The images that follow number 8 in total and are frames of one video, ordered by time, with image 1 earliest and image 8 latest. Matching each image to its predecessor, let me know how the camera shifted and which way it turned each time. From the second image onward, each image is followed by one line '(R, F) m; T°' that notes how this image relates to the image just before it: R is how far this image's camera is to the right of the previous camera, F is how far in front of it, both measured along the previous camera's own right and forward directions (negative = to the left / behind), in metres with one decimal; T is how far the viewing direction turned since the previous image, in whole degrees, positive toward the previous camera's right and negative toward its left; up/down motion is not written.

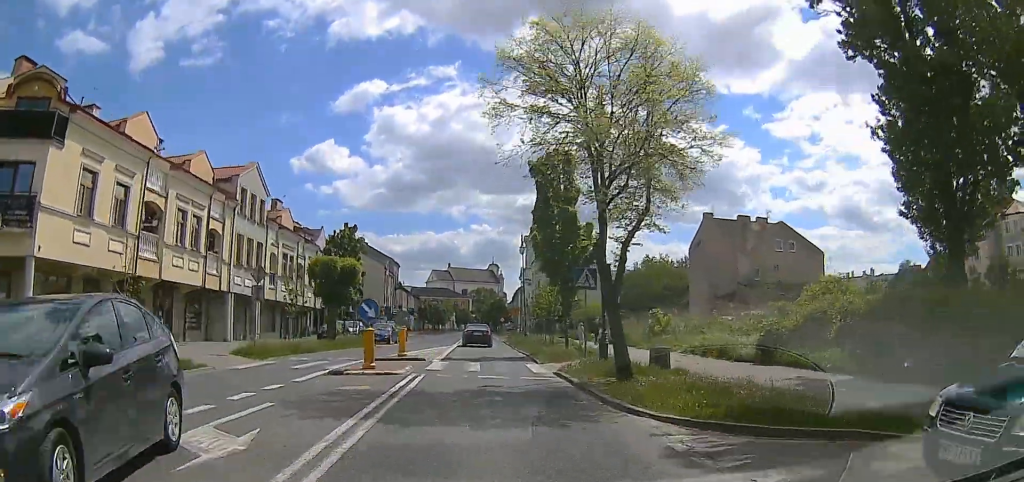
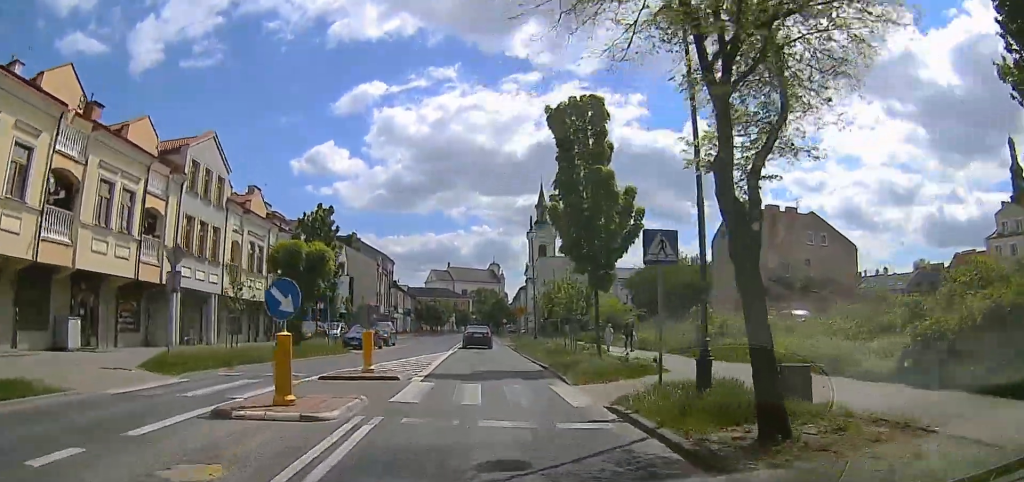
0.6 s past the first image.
(0.0, +7.6) m; 0°
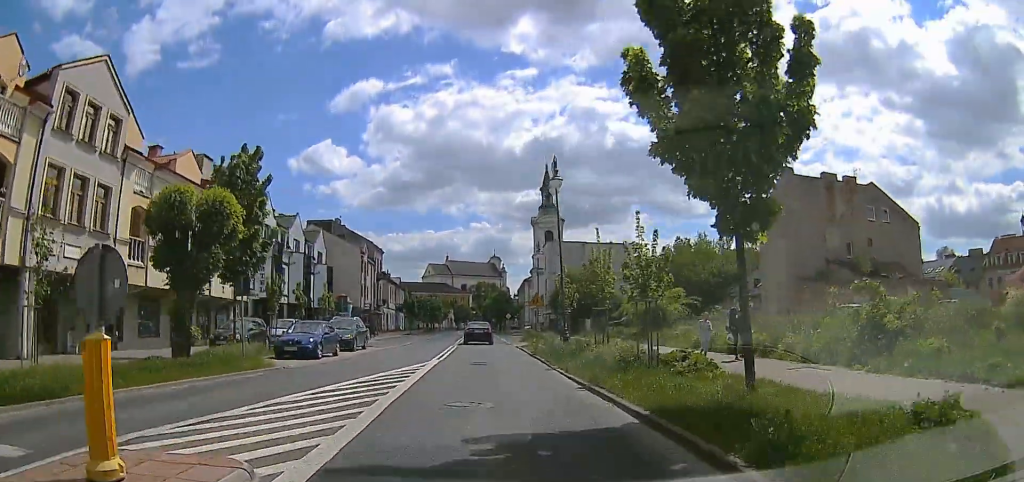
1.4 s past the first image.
(-0.1, +12.2) m; 0°
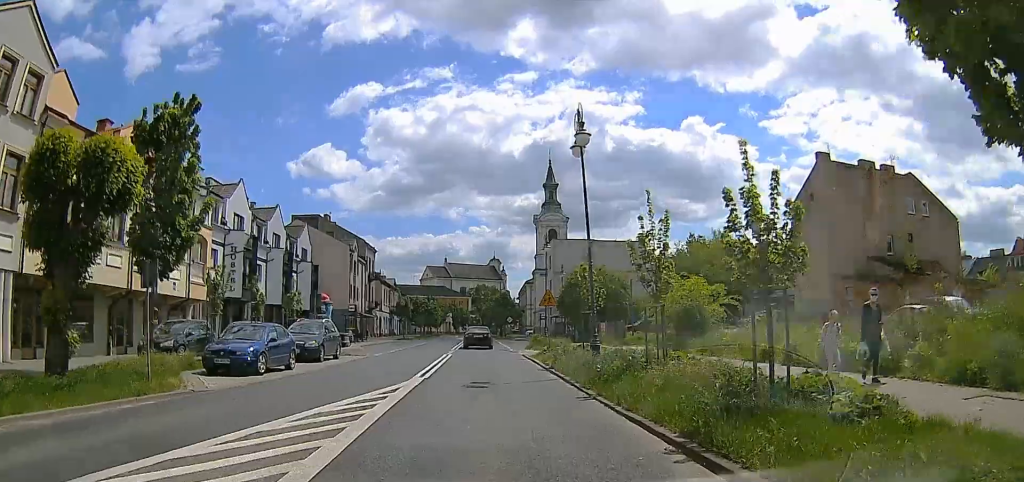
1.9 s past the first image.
(0.0, +6.4) m; 0°
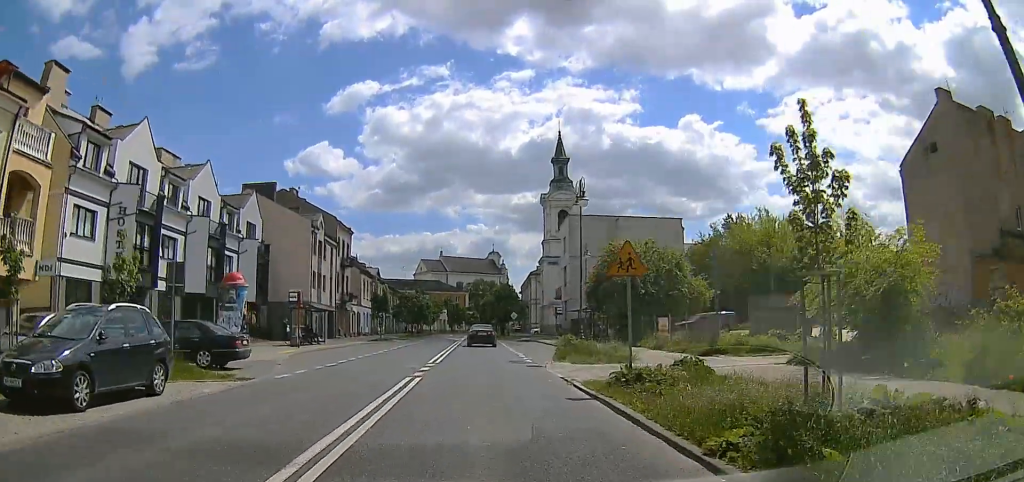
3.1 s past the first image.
(+0.2, +15.7) m; +1°
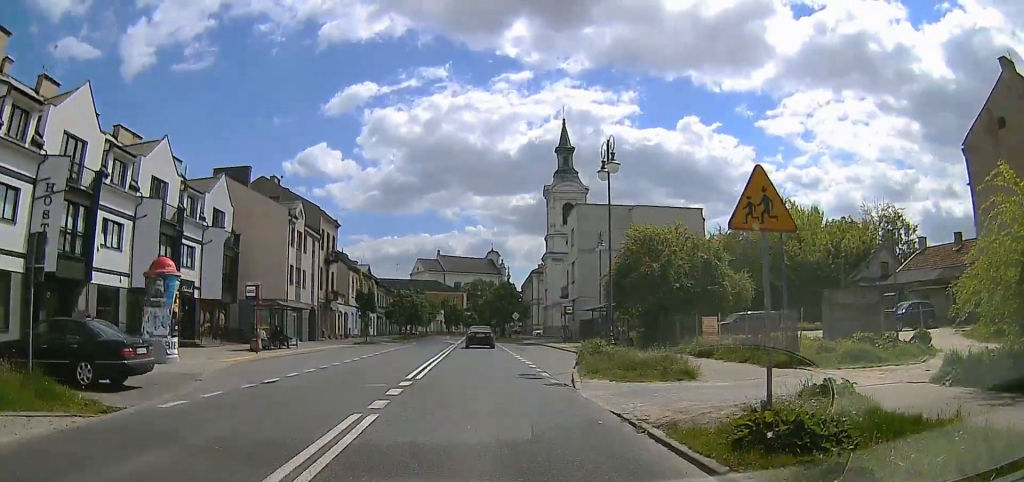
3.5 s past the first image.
(0.0, +6.6) m; 0°
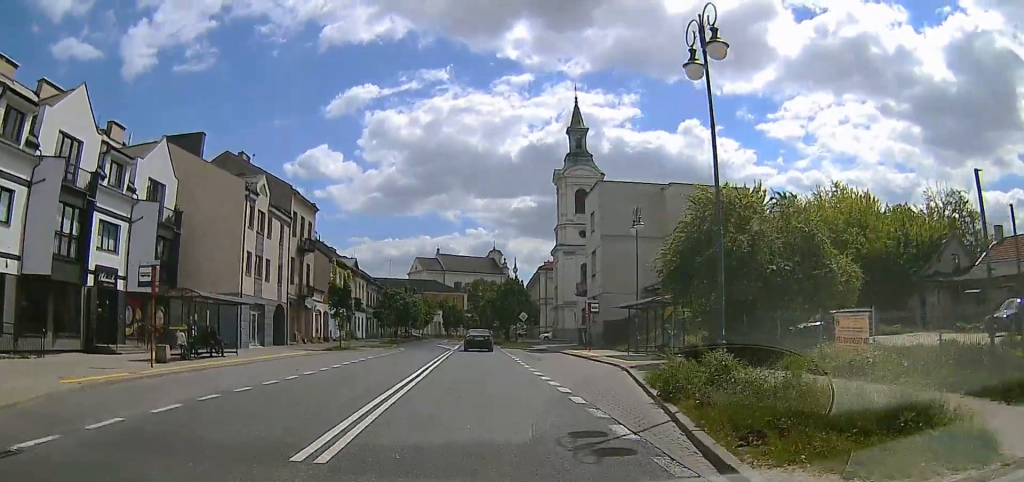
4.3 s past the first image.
(0.0, +10.0) m; -1°
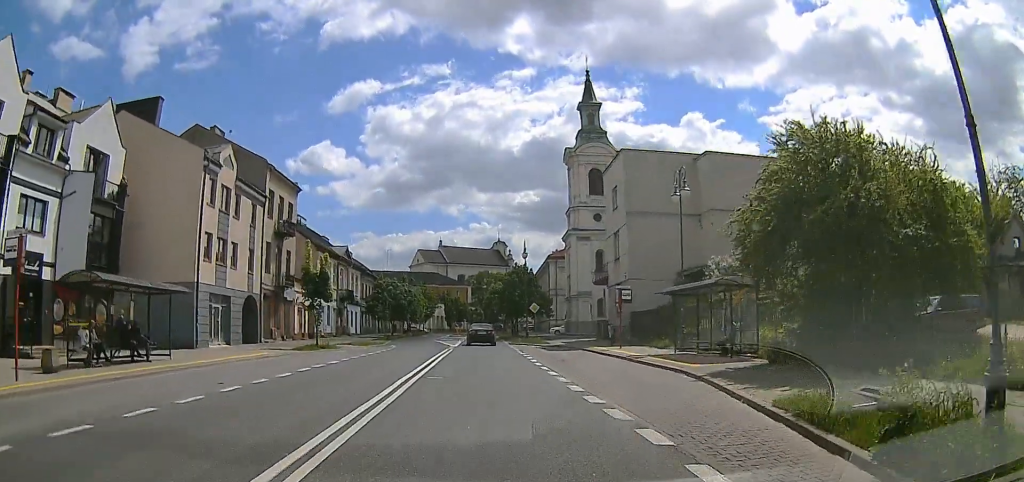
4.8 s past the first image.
(-0.1, +7.1) m; 0°
